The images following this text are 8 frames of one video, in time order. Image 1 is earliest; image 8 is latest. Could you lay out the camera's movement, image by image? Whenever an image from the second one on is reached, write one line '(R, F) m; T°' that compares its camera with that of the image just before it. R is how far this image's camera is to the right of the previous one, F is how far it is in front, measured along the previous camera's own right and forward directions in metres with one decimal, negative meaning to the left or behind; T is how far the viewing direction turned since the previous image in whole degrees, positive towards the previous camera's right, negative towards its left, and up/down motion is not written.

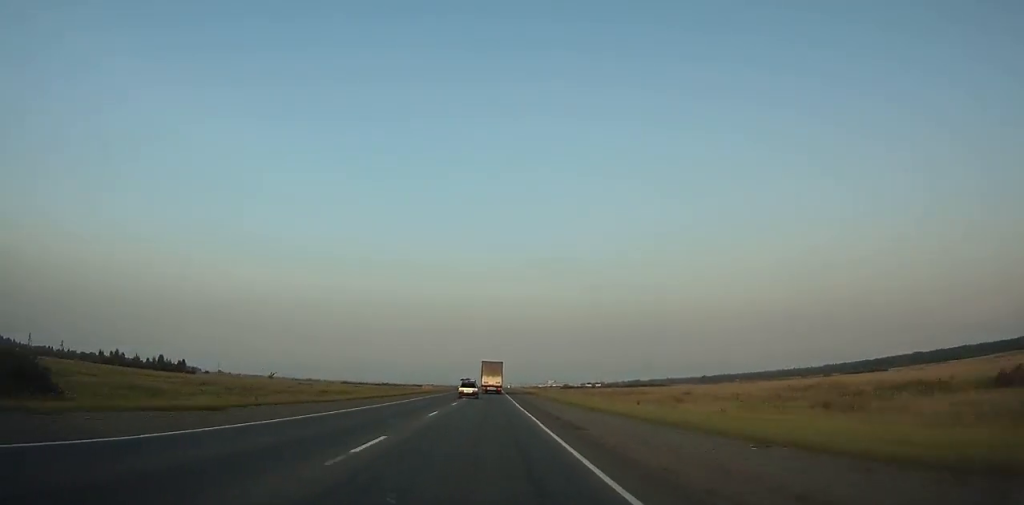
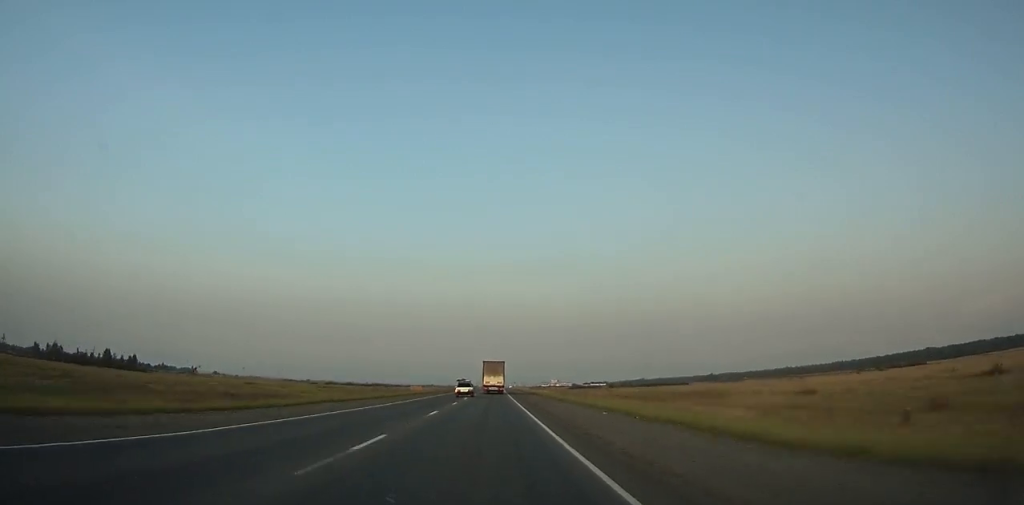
(+0.1, +36.3) m; 0°
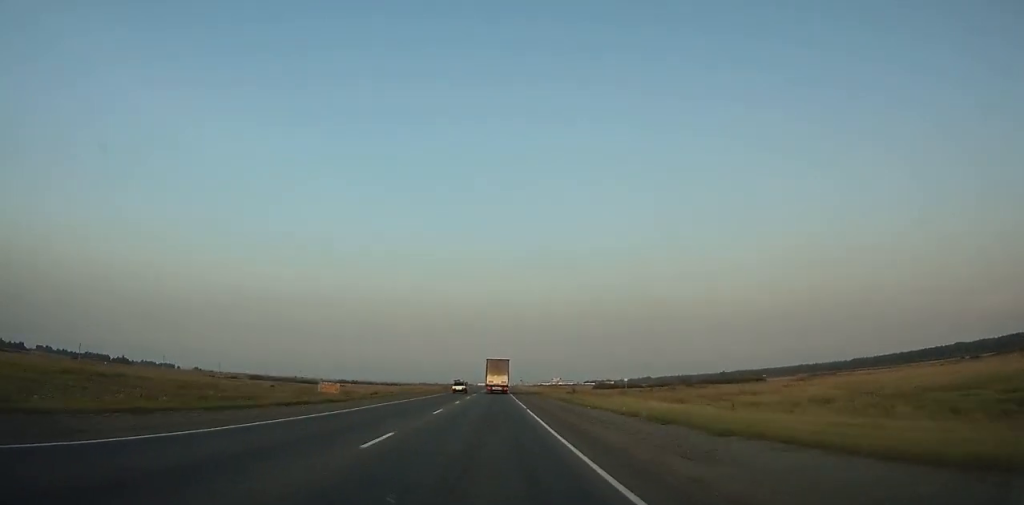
(+0.6, +96.5) m; 0°
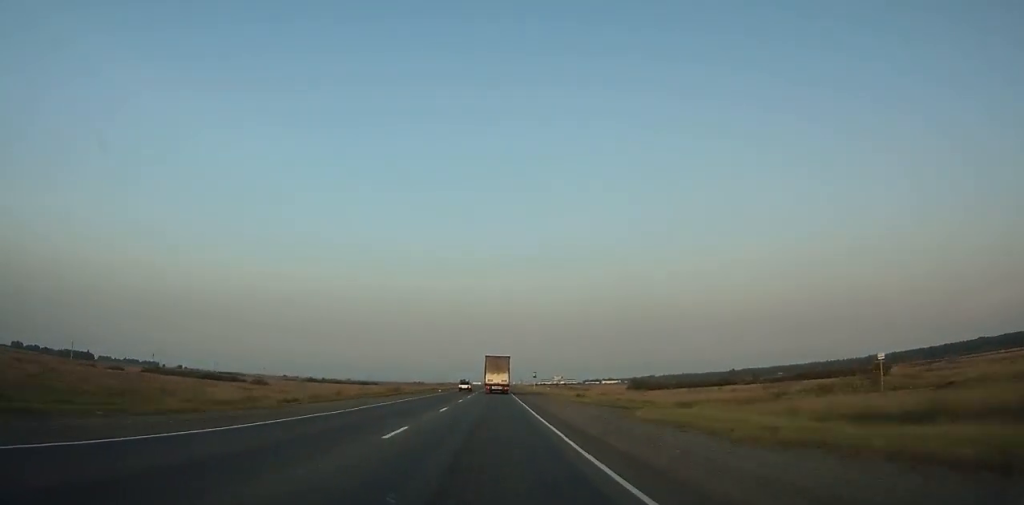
(+0.2, +69.4) m; 0°
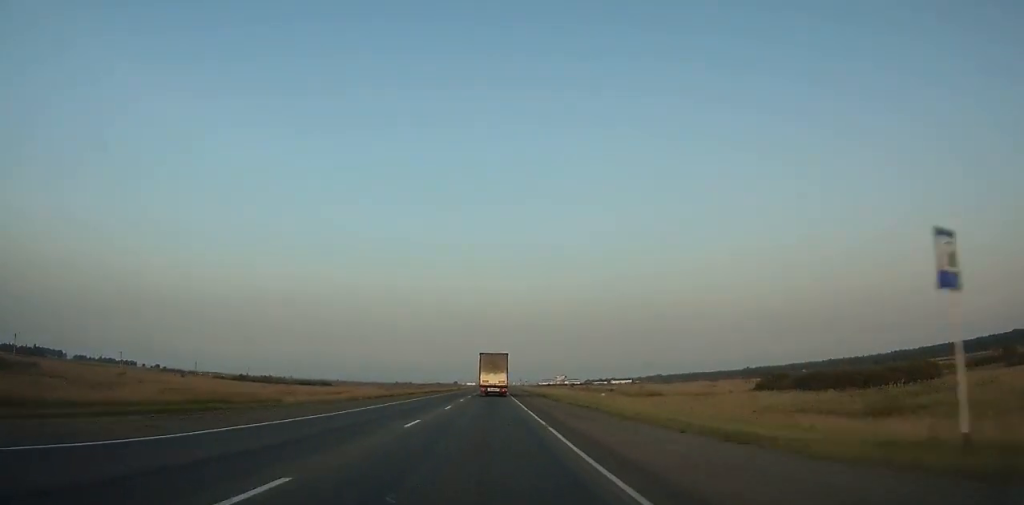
(+0.3, +91.7) m; 0°
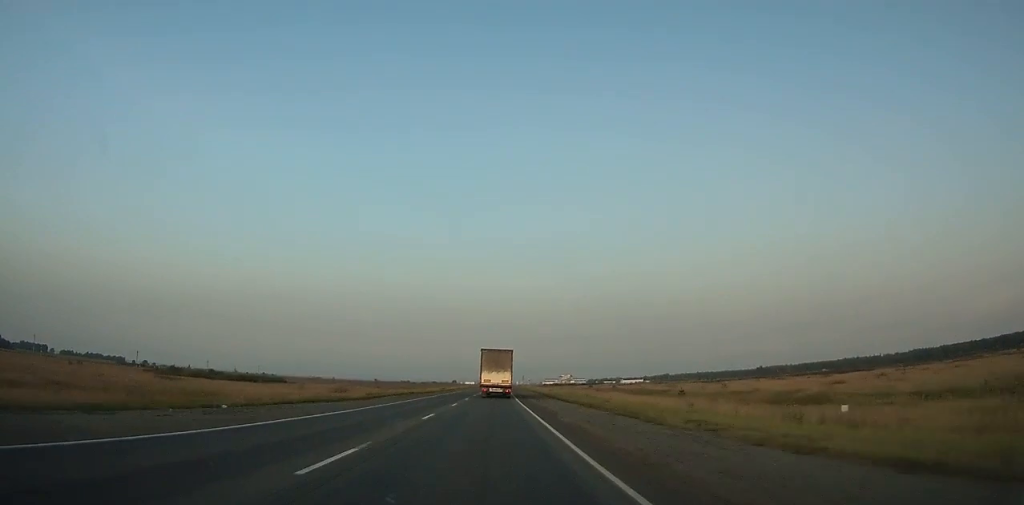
(0.0, +55.4) m; 0°
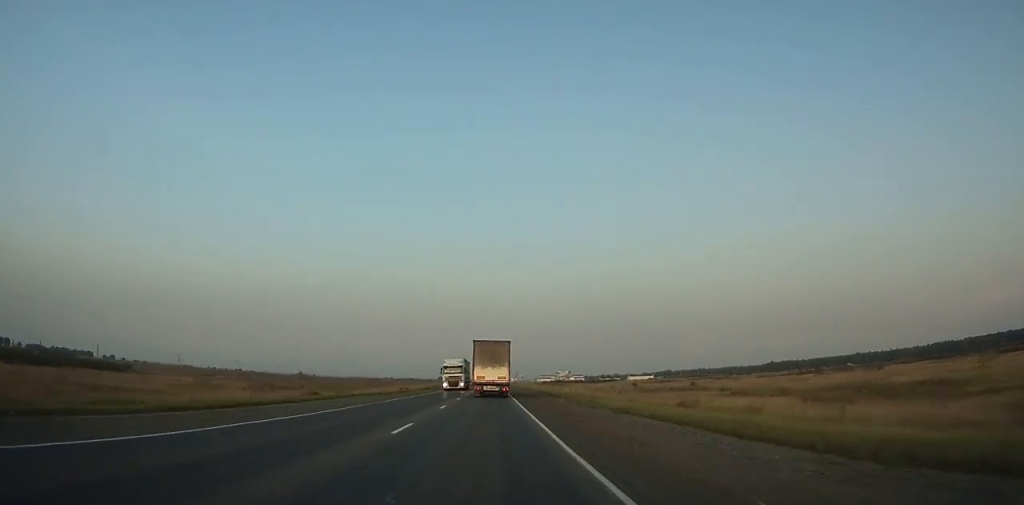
(+0.4, +90.8) m; +1°
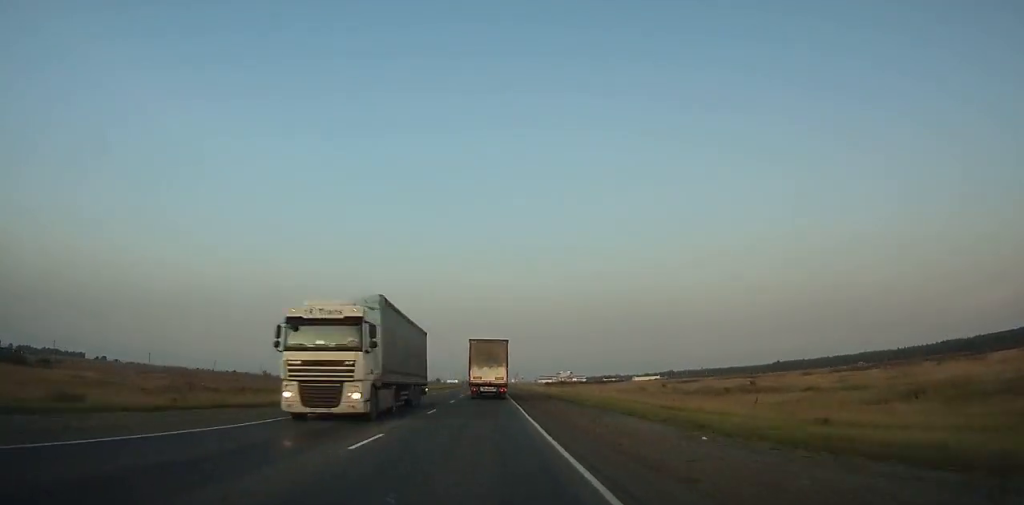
(0.0, +27.2) m; 0°
